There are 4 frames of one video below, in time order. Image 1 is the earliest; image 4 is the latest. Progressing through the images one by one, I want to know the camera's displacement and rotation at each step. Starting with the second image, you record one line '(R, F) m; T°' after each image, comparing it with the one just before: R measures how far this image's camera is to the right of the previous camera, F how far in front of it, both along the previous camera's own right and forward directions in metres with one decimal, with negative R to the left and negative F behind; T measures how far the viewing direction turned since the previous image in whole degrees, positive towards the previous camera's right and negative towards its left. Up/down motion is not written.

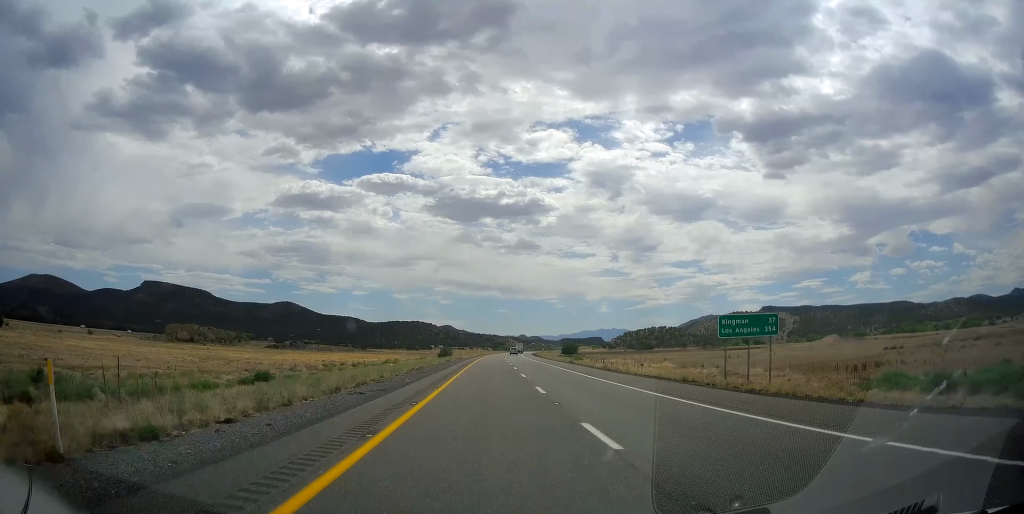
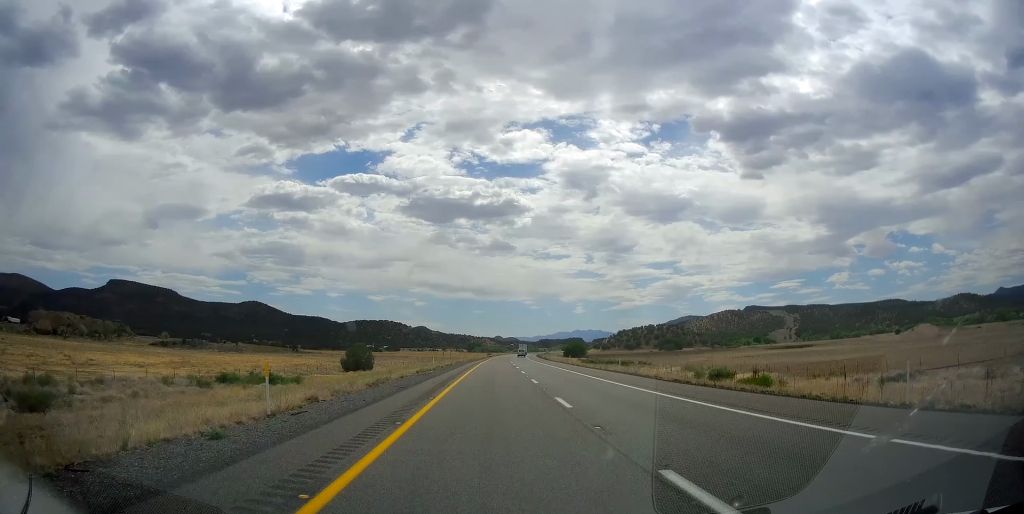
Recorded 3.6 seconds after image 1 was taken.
(+2.1, +126.2) m; +1°
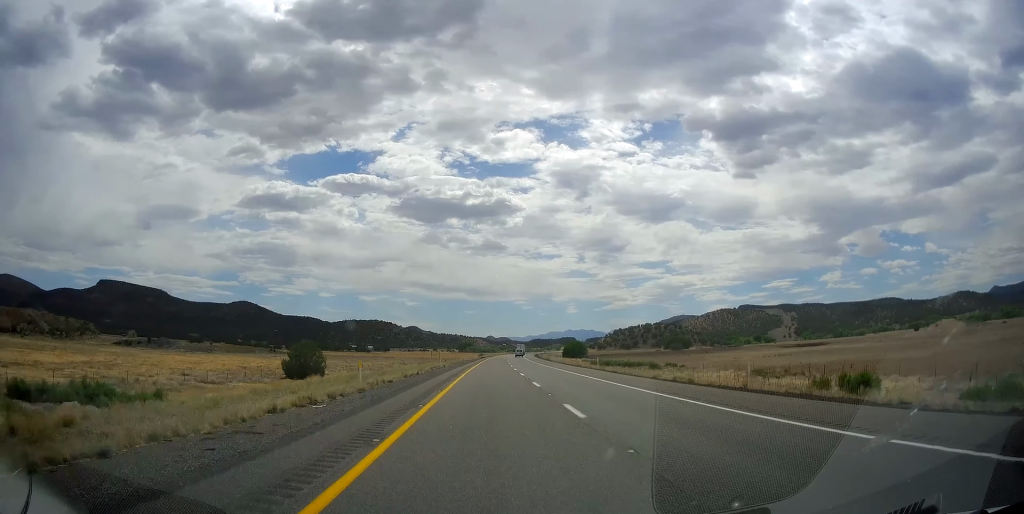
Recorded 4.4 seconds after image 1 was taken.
(0.0, +26.6) m; 0°
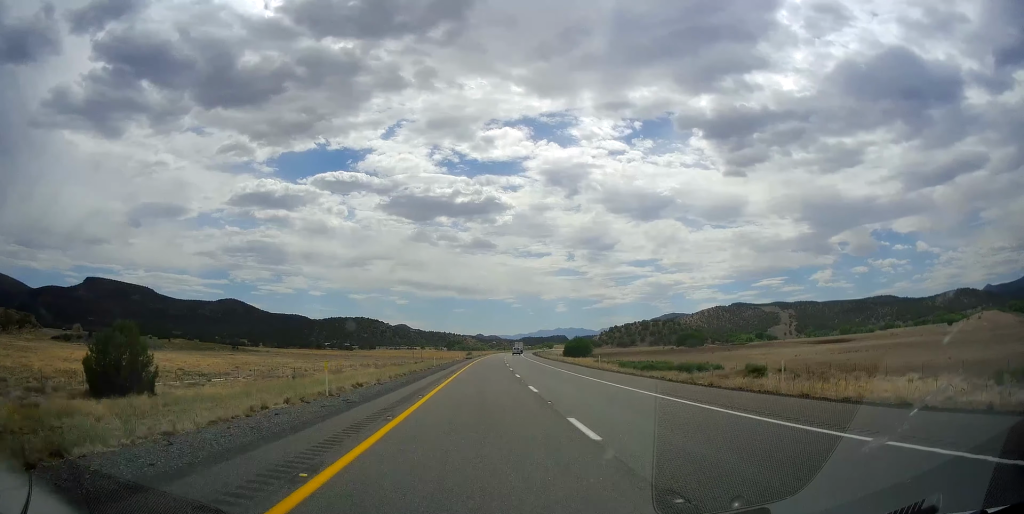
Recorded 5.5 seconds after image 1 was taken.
(+0.5, +39.4) m; +2°
